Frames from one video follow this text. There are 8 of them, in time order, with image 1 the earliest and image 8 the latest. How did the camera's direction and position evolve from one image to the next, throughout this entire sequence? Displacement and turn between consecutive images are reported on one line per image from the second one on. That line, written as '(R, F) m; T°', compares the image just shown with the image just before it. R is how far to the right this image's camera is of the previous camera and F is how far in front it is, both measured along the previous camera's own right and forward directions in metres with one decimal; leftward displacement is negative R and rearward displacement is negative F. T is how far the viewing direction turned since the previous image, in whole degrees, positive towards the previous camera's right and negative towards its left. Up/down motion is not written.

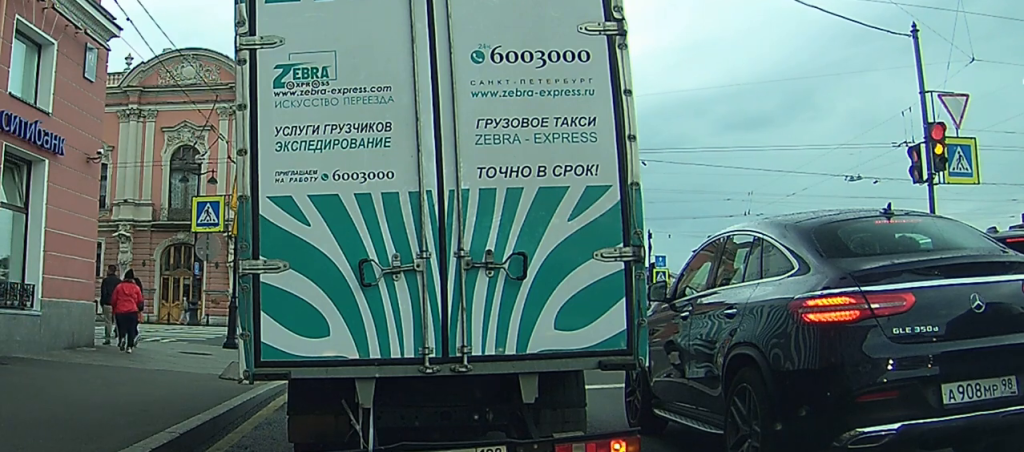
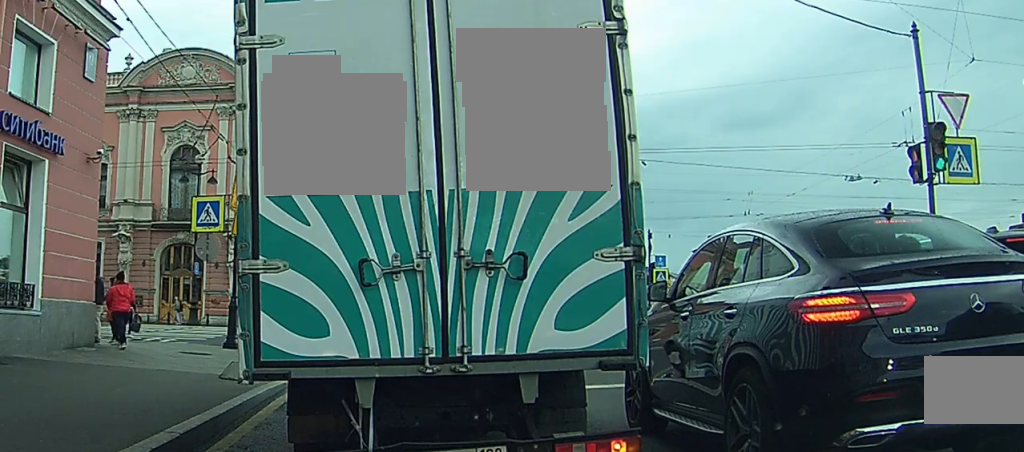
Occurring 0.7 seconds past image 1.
(0.0, 0.0) m; 0°
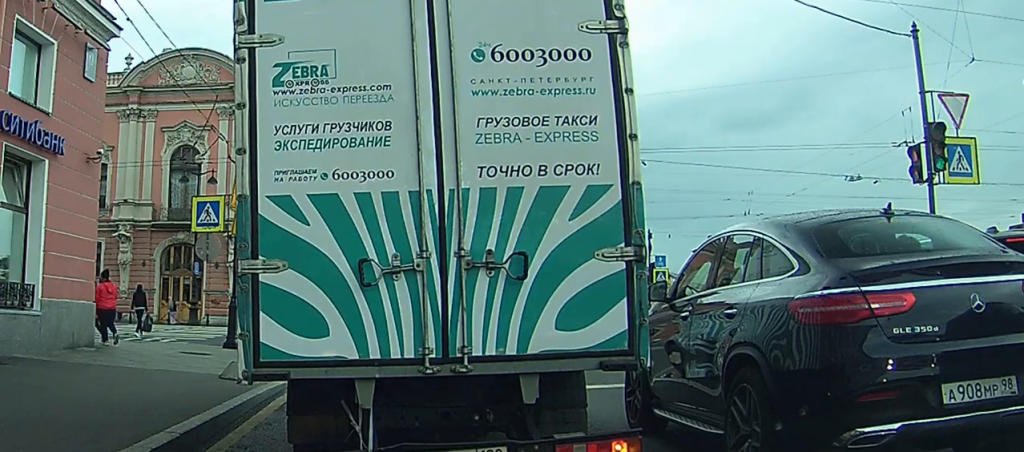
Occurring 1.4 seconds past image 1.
(0.0, 0.0) m; 0°
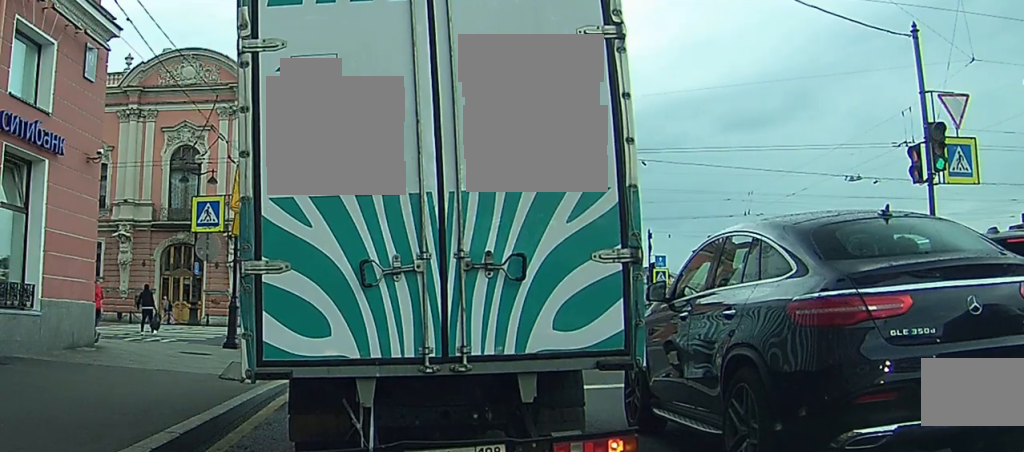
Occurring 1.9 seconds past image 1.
(0.0, 0.0) m; 0°
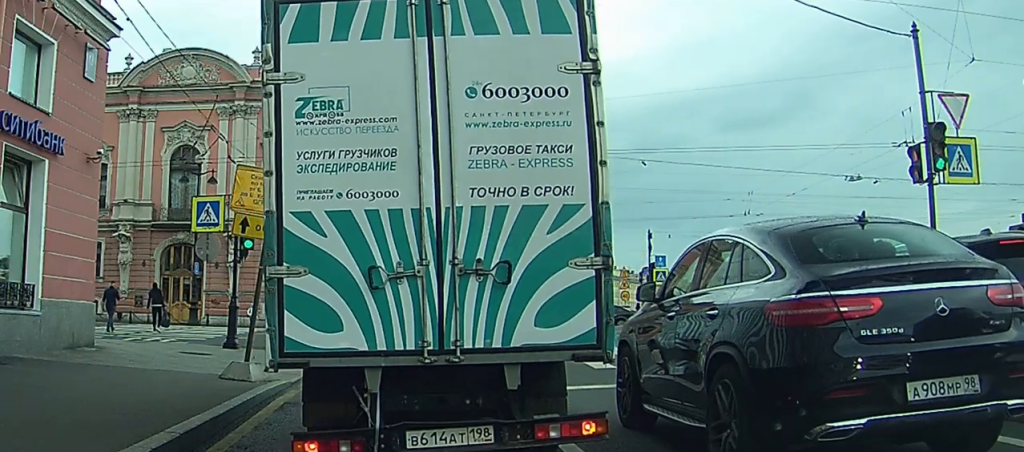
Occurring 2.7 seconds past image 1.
(0.0, 0.0) m; 0°
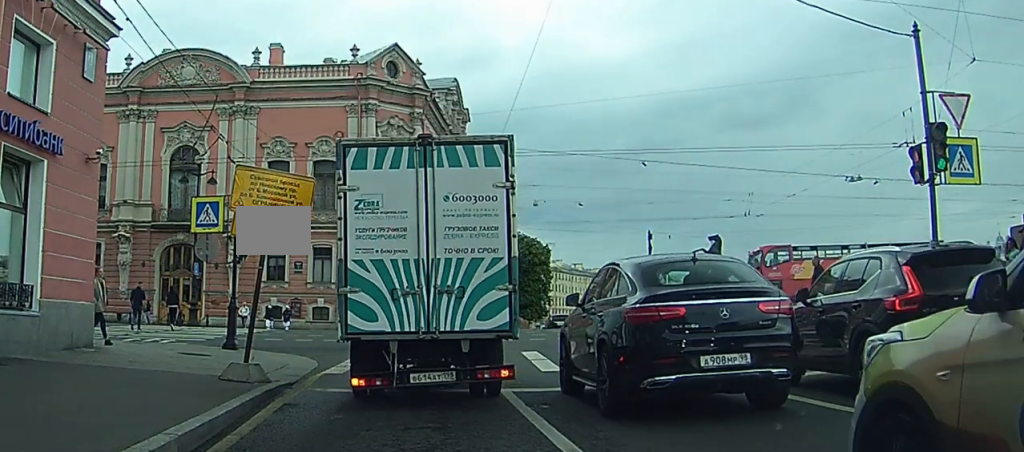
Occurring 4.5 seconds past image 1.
(+0.4, +0.5) m; 0°
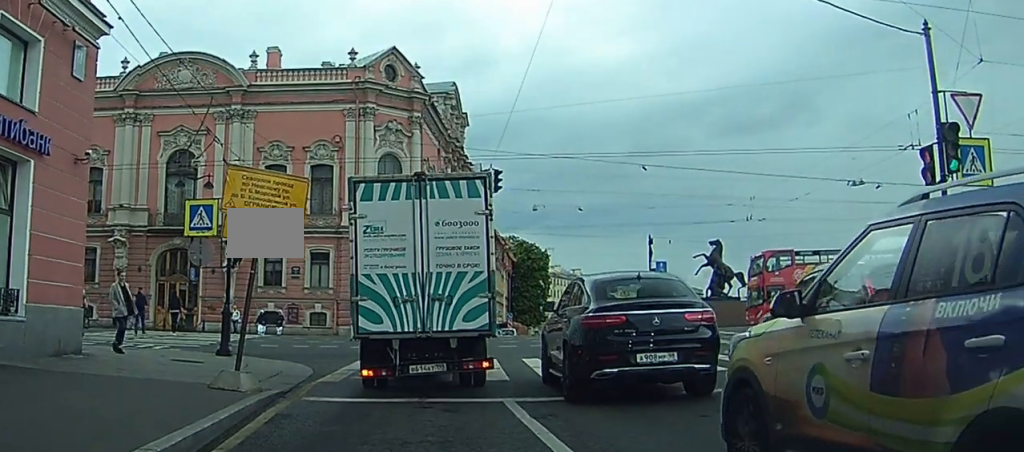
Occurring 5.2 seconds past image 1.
(+0.3, +0.7) m; 0°
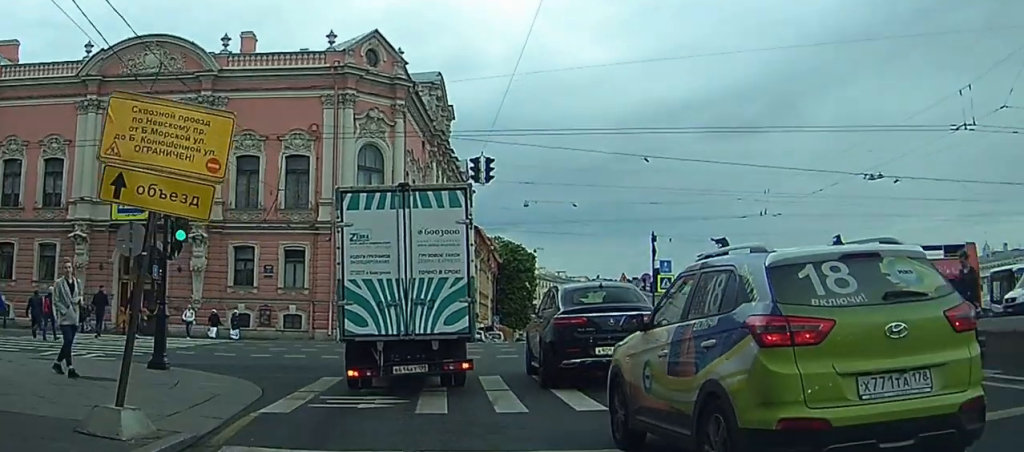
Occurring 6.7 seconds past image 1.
(-0.1, +2.9) m; -6°
